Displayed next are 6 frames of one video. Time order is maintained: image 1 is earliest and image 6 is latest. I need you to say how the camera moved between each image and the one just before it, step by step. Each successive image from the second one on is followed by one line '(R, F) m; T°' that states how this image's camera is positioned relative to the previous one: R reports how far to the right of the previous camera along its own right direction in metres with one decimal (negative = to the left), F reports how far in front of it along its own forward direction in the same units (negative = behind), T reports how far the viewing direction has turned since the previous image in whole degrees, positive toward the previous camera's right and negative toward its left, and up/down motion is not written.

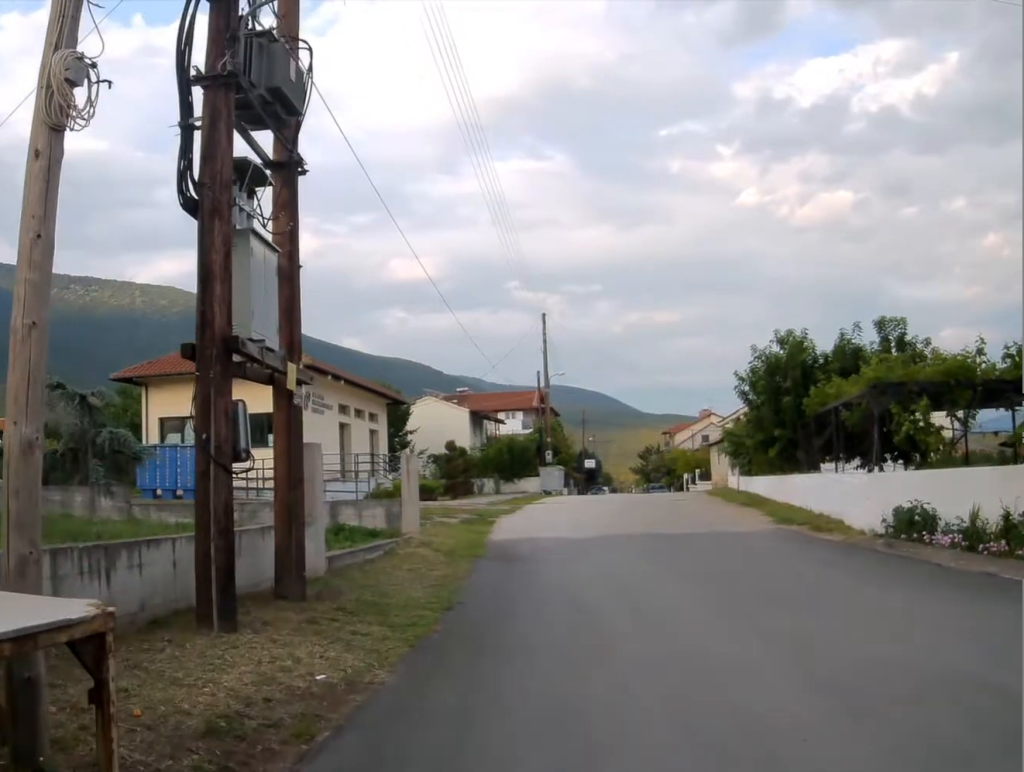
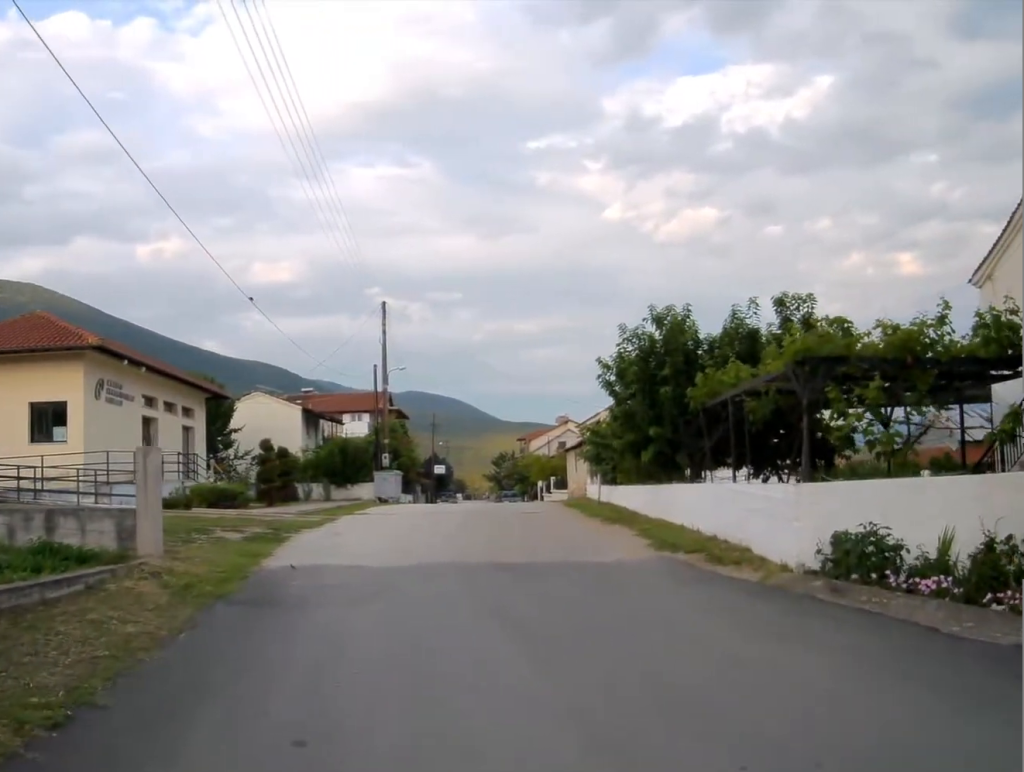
(+0.3, +5.4) m; +21°
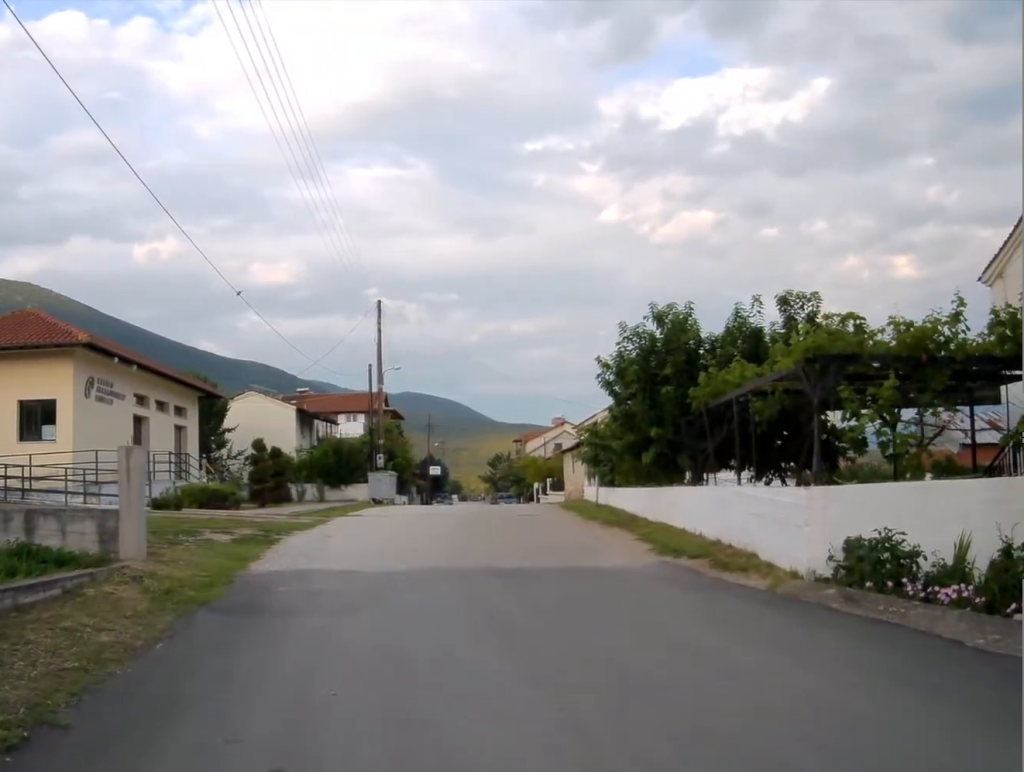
(0.0, +0.9) m; +5°
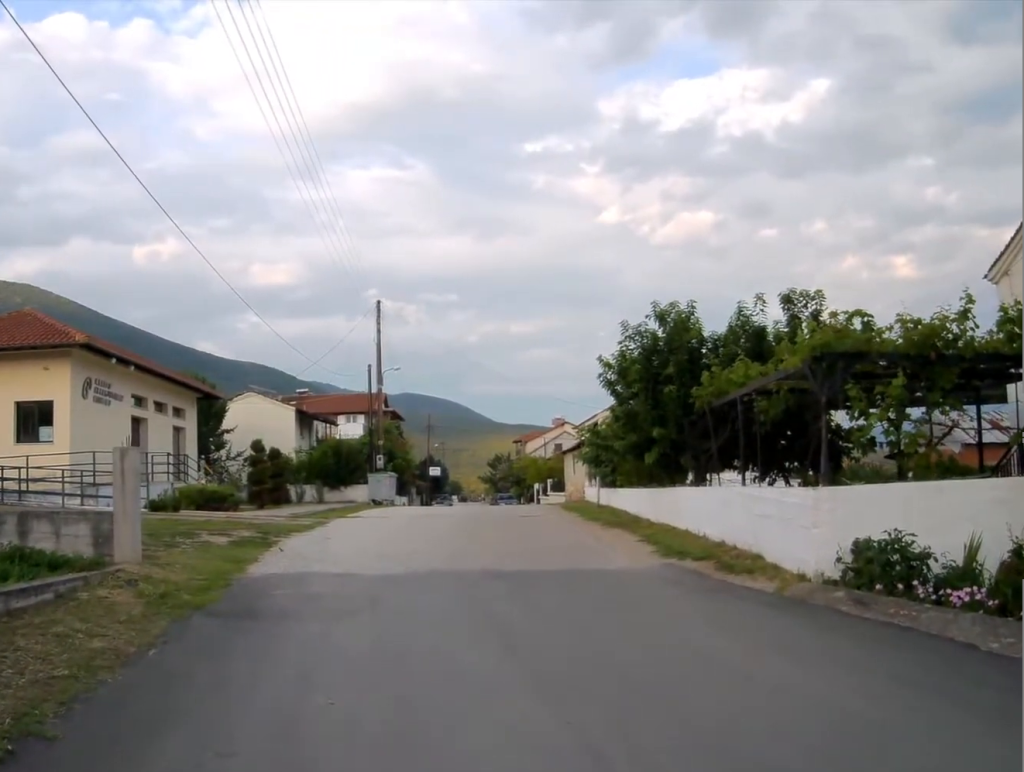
(+0.2, +1.0) m; 0°
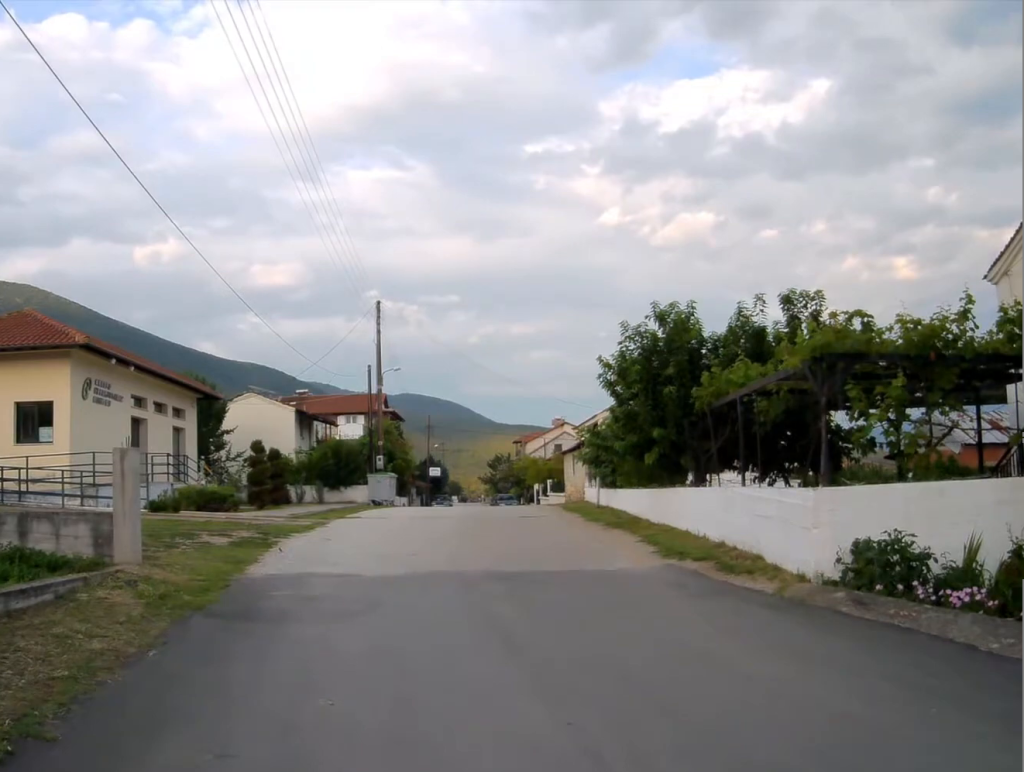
(+0.1, +0.4) m; 0°
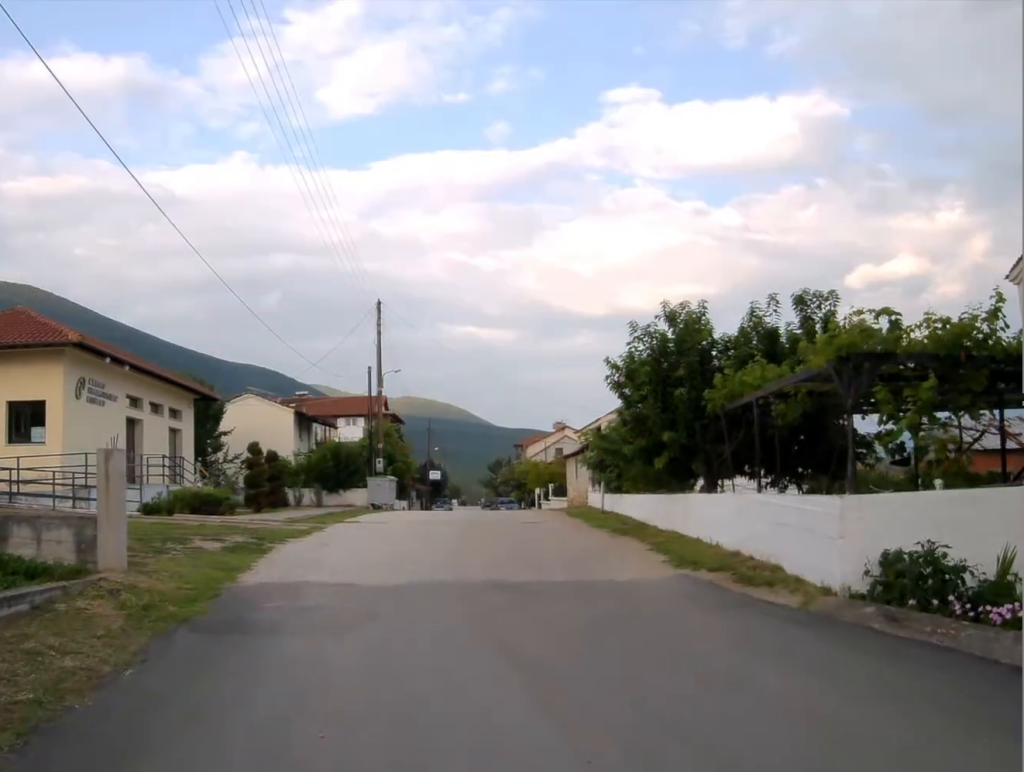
(+0.1, +0.4) m; 0°
